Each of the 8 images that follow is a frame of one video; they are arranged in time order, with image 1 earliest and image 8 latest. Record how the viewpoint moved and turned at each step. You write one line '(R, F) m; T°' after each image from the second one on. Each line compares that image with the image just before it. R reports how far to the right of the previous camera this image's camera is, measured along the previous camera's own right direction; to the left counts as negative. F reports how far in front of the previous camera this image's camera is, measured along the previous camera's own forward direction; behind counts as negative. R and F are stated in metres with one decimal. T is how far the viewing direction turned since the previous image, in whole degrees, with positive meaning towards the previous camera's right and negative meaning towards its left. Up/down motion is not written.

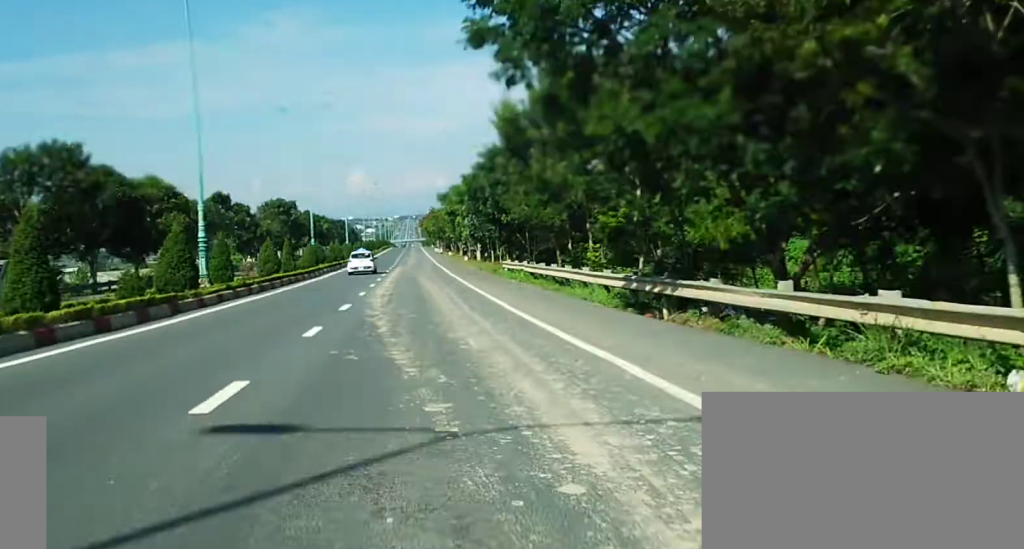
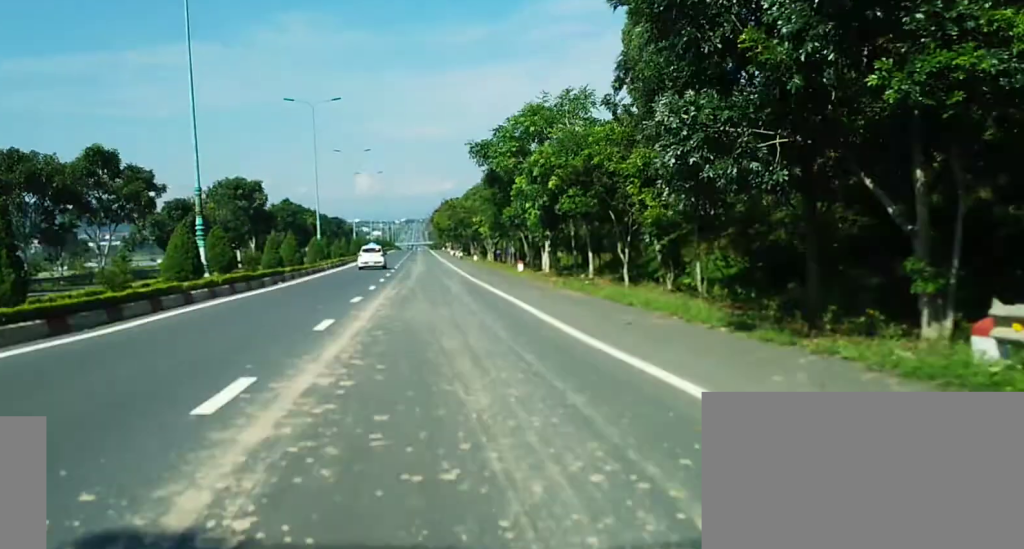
(+0.4, +42.1) m; +1°
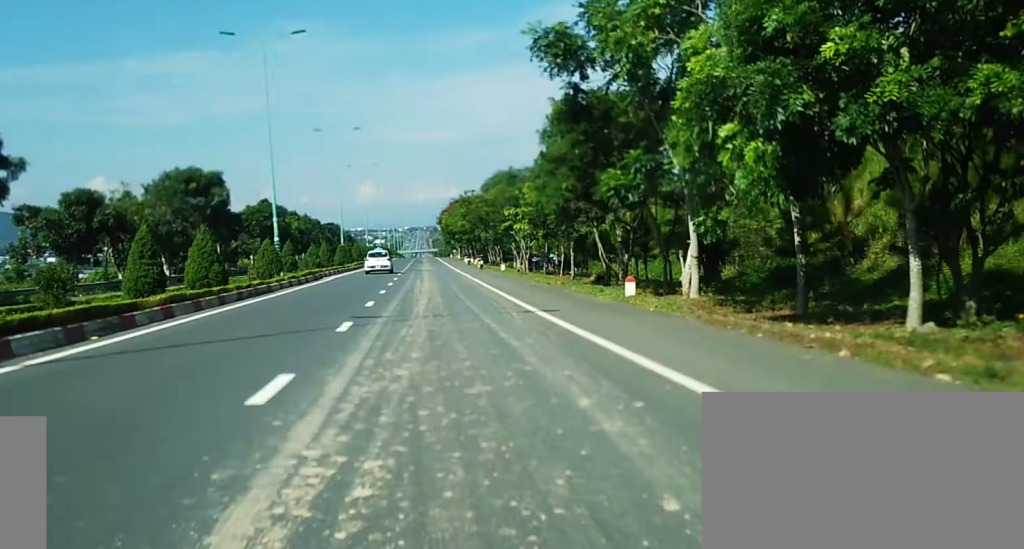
(-0.2, +24.2) m; -1°
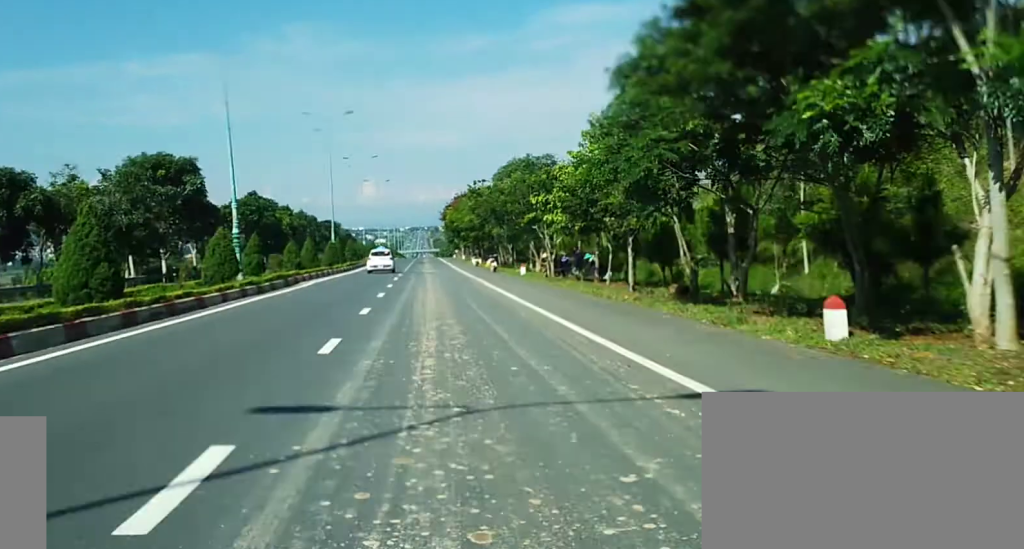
(-0.1, +12.1) m; 0°
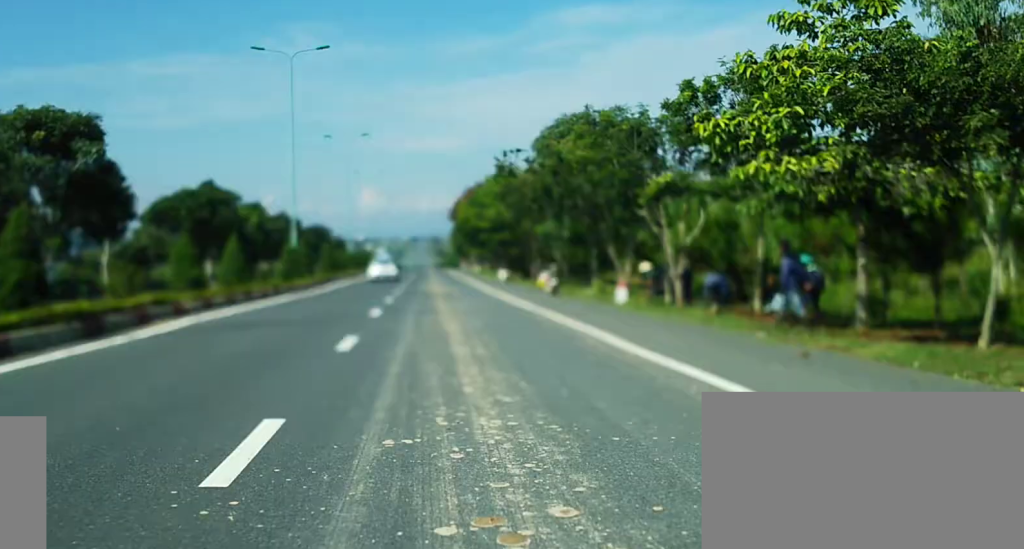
(0.0, +24.2) m; +1°
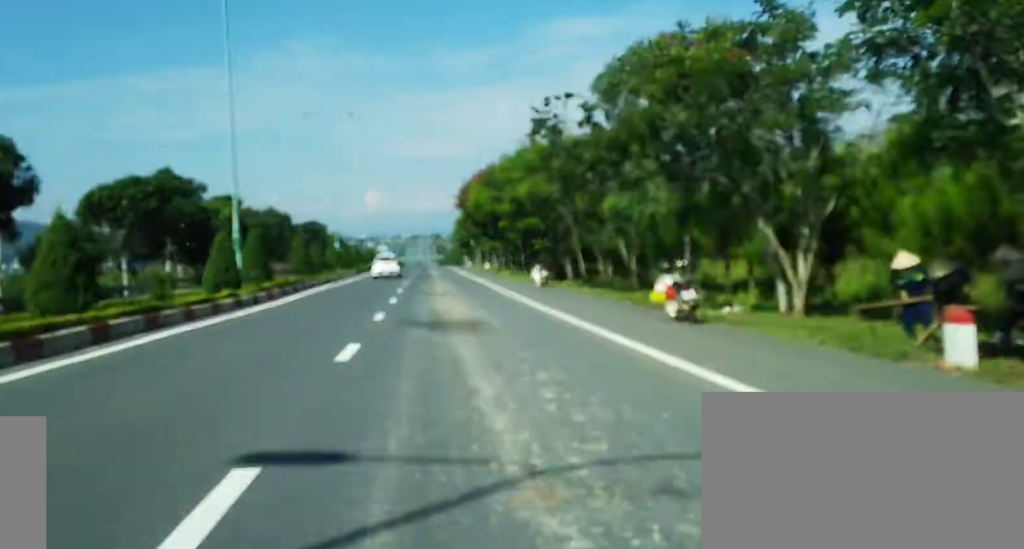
(+0.2, +18.2) m; +1°
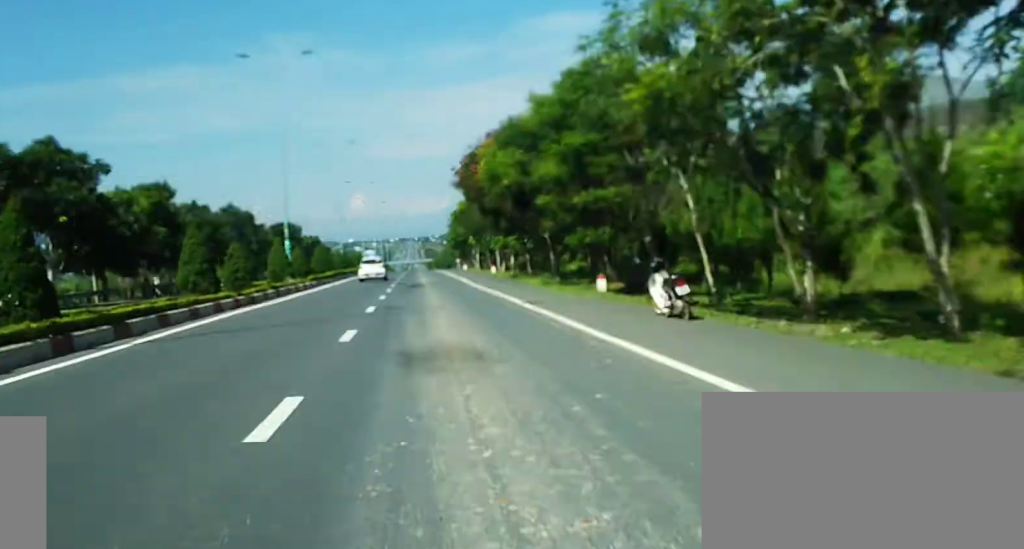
(0.0, +21.4) m; 0°
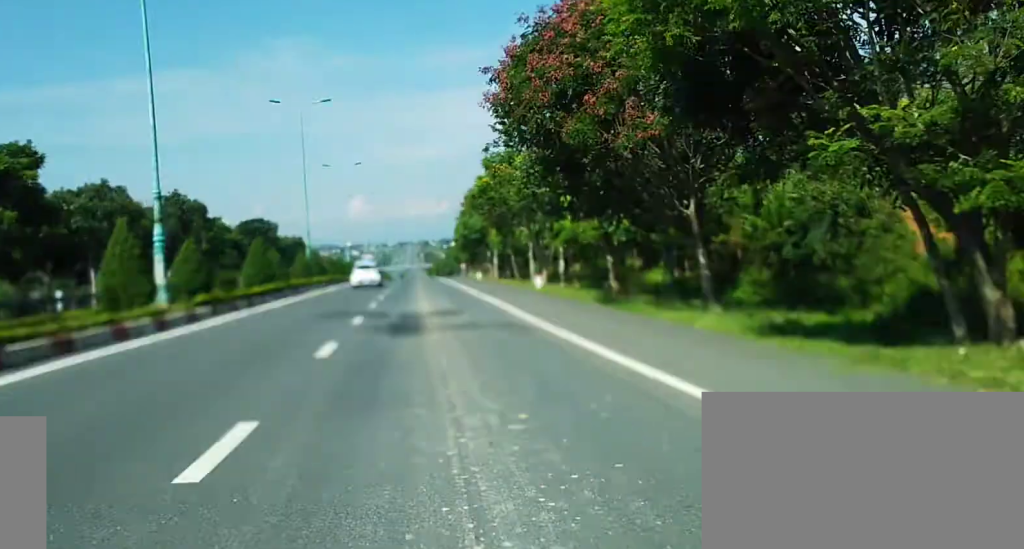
(0.0, +24.8) m; 0°
